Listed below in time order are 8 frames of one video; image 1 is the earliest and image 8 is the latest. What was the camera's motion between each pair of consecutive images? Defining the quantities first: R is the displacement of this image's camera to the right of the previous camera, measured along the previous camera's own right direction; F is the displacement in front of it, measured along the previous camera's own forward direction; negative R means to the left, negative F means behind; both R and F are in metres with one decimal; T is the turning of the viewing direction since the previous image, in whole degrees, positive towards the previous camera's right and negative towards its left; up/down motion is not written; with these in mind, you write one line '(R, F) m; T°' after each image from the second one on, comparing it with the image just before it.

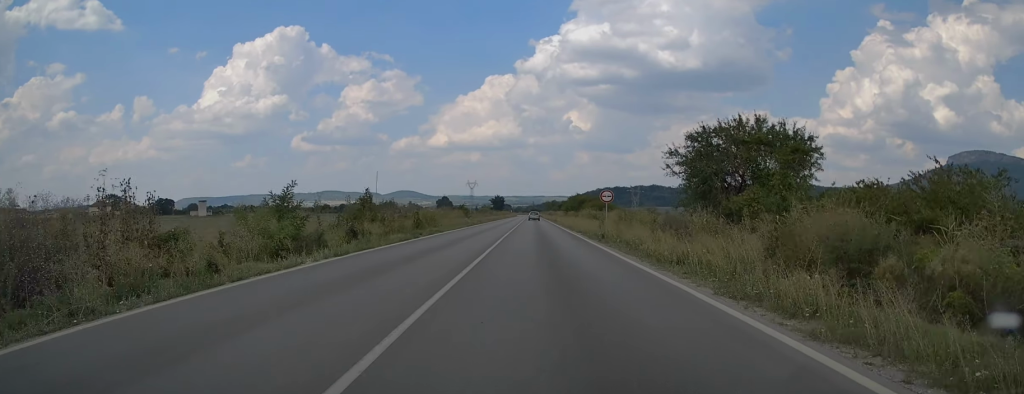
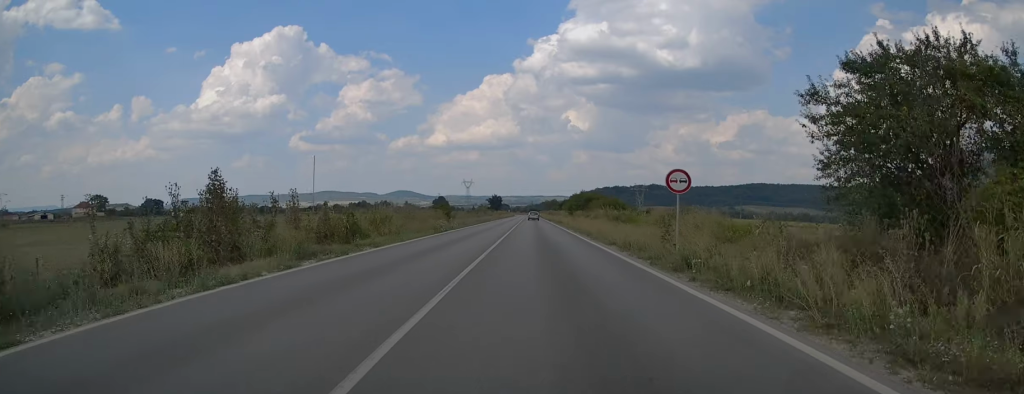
(+0.1, +16.4) m; 0°
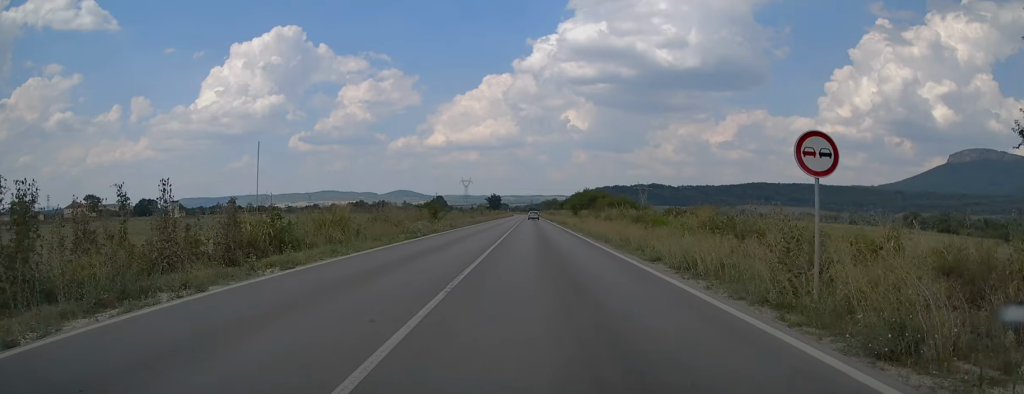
(0.0, +8.7) m; 0°
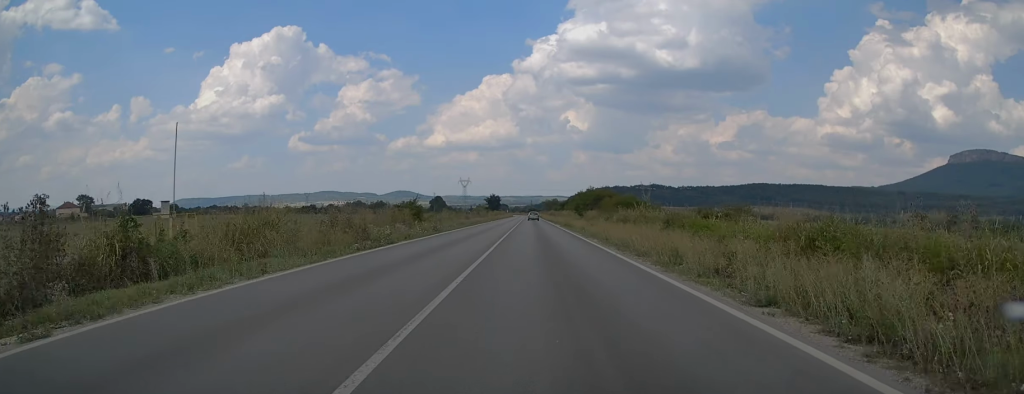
(0.0, +8.0) m; 0°
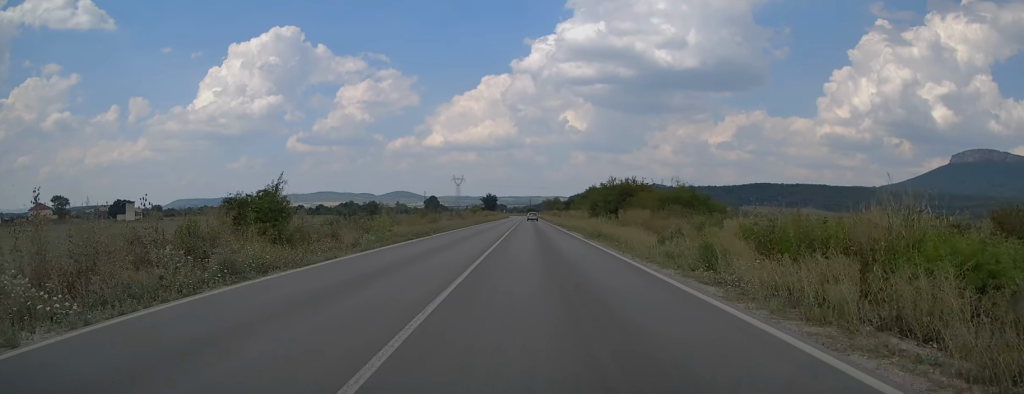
(0.0, +26.8) m; 0°
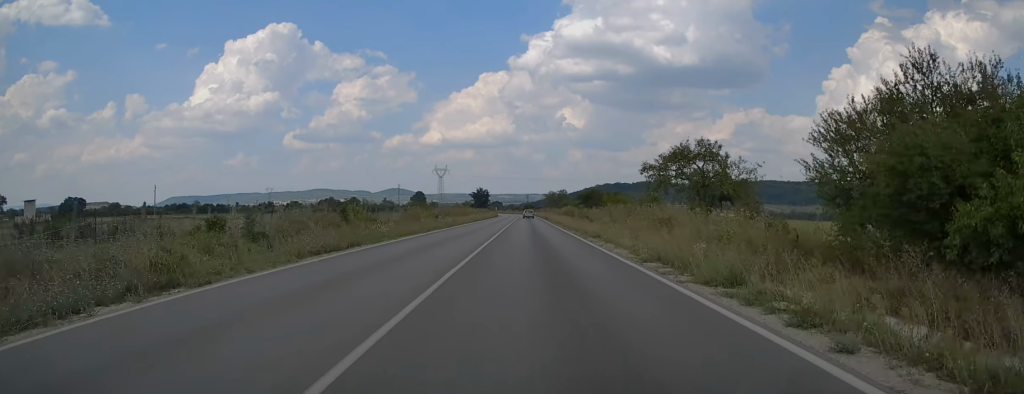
(0.0, +59.5) m; 0°
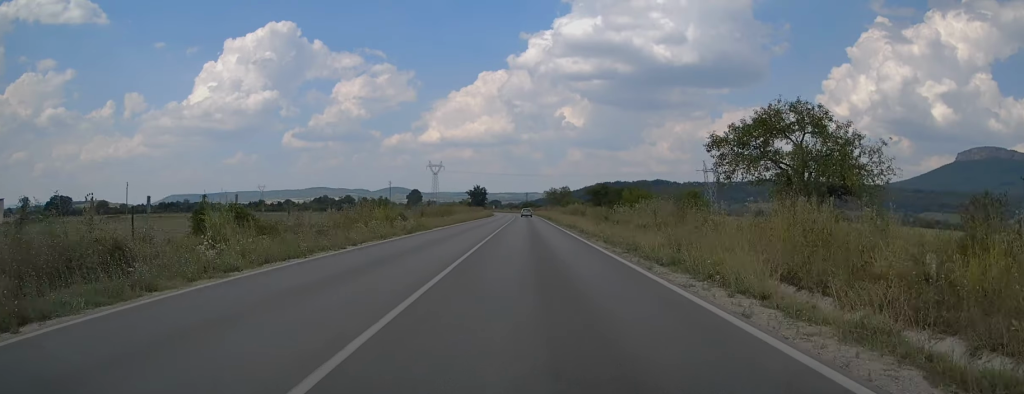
(0.0, +15.7) m; 0°
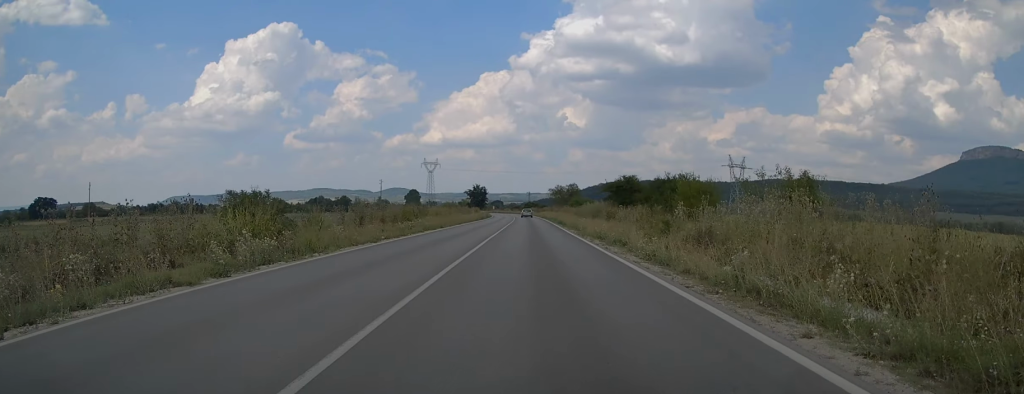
(-0.1, +20.2) m; 0°
